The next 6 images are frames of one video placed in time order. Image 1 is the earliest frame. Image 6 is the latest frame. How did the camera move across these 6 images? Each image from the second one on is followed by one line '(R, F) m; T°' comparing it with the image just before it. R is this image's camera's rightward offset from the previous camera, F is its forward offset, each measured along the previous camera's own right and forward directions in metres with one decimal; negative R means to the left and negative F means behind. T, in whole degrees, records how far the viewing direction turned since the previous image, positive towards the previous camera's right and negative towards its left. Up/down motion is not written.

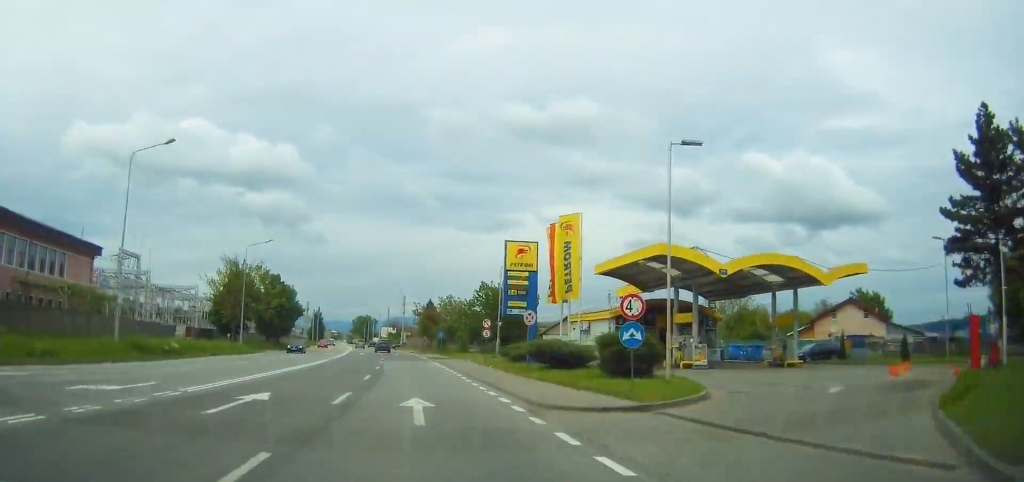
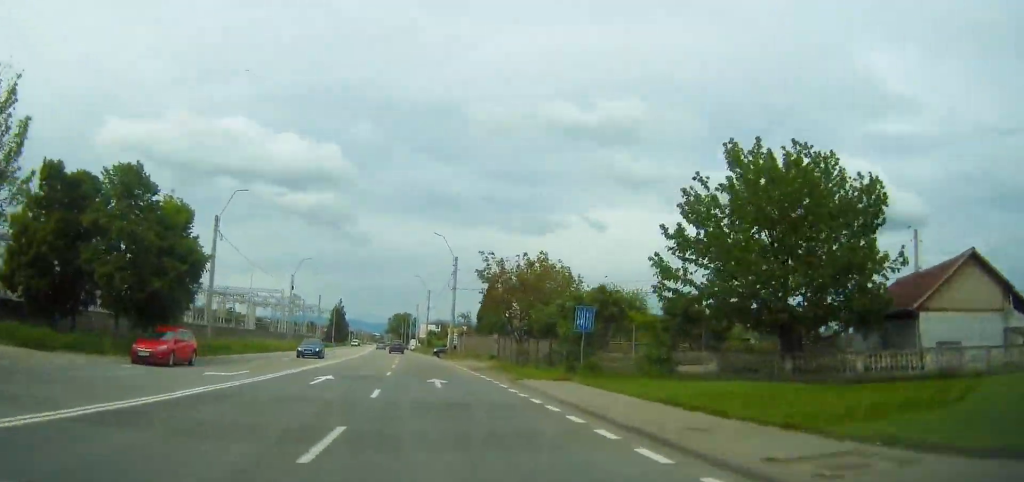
(-1.5, +51.7) m; -3°
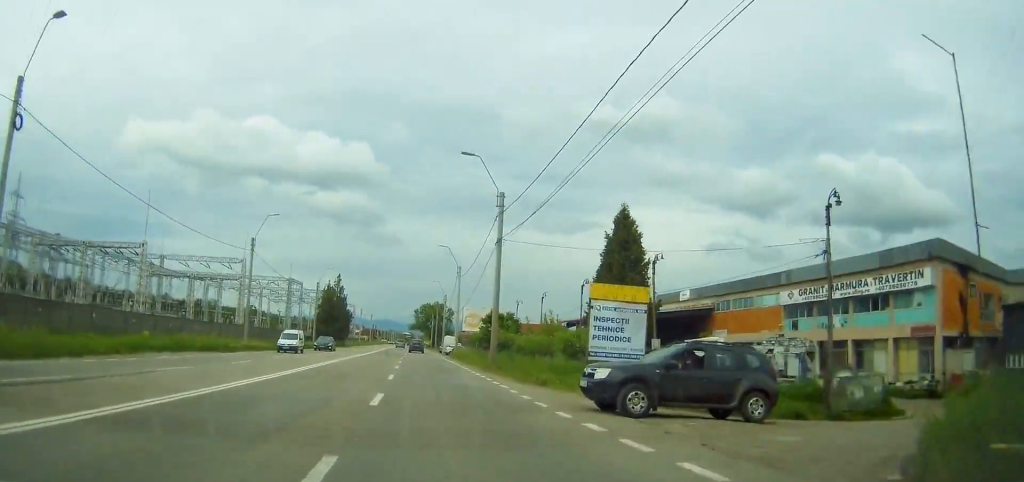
(-1.1, +58.0) m; -2°
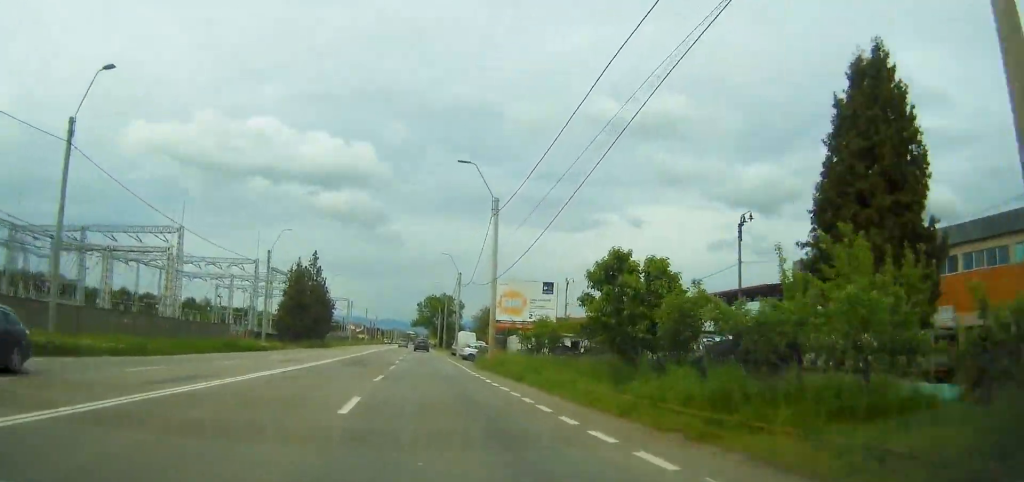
(-0.2, +28.9) m; 0°
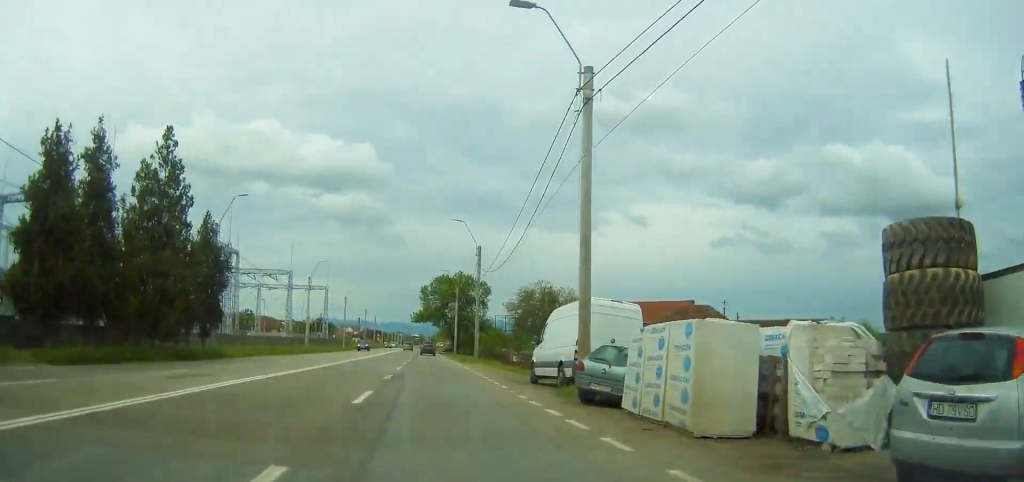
(-0.2, +52.9) m; -1°
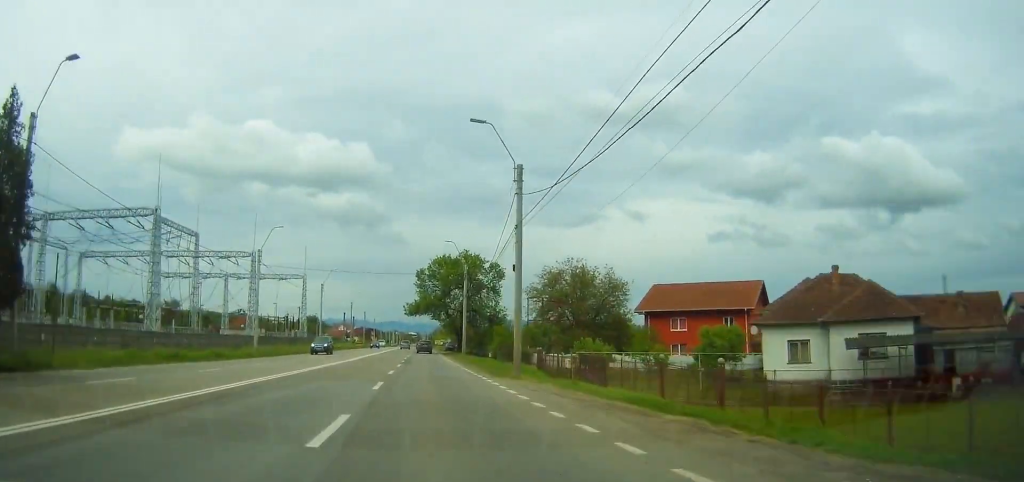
(-0.1, +22.1) m; 0°
